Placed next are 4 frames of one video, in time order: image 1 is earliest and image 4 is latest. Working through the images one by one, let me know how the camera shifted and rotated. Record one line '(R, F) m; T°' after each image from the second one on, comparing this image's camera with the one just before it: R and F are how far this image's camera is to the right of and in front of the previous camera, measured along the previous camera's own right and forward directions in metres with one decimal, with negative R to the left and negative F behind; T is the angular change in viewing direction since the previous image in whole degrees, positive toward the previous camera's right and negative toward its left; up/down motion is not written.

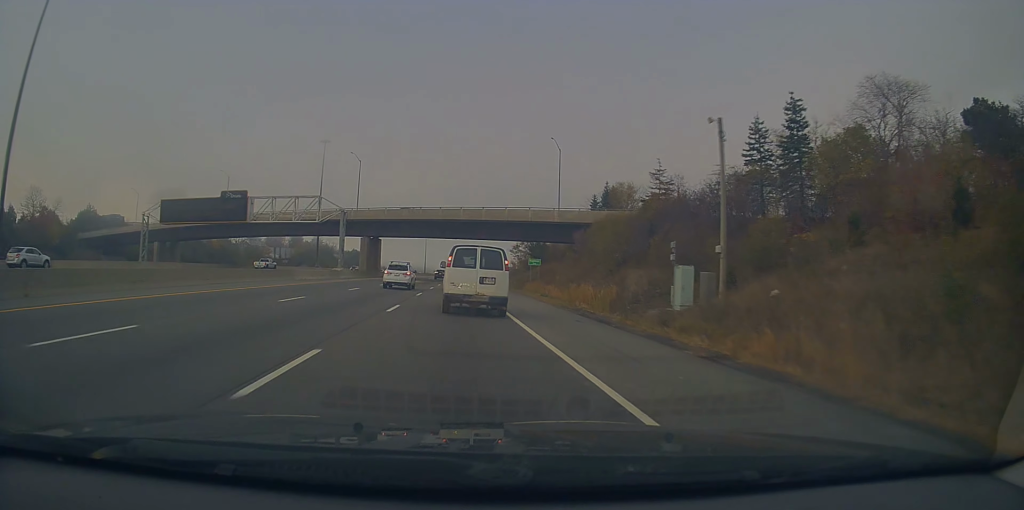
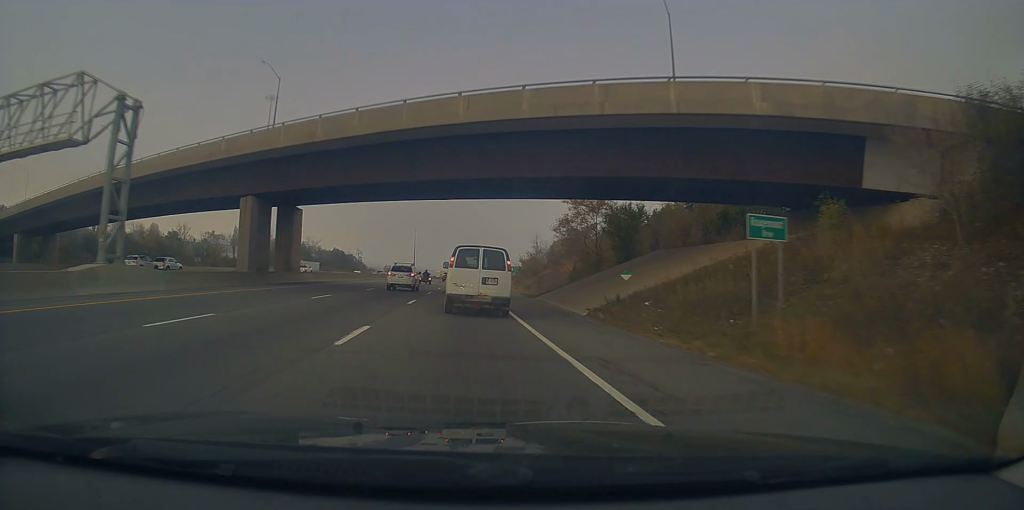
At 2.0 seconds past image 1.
(+0.9, +44.1) m; +1°
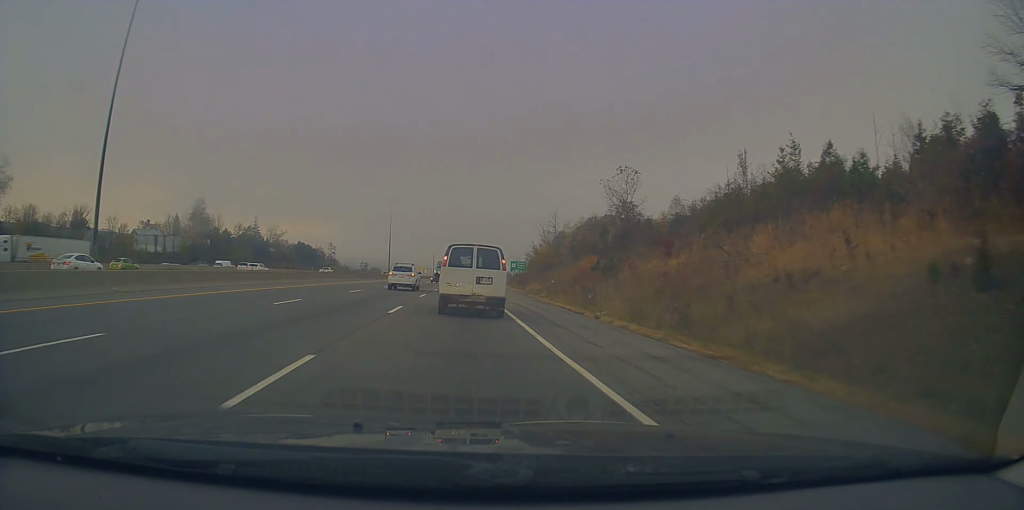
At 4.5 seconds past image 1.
(+1.7, +53.2) m; +4°
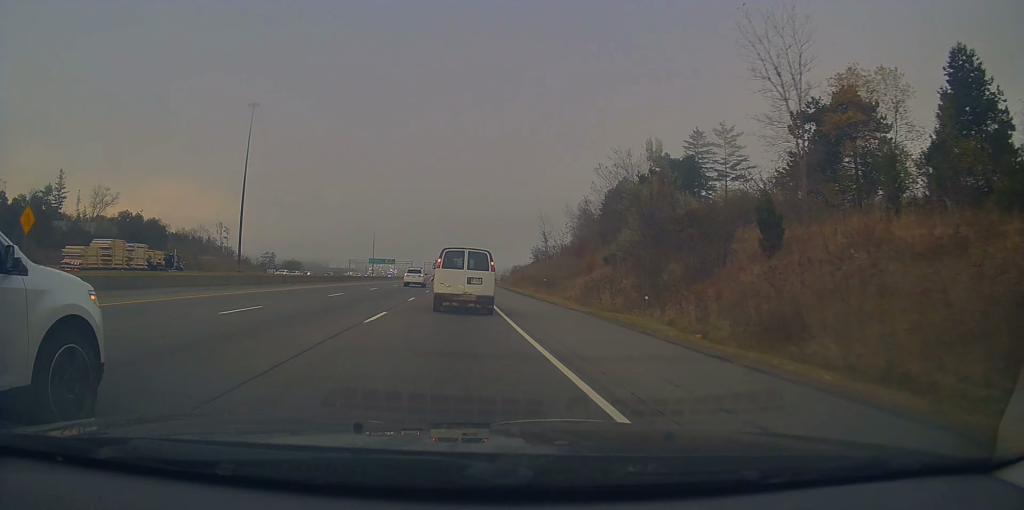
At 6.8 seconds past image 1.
(-0.2, +49.4) m; 0°
